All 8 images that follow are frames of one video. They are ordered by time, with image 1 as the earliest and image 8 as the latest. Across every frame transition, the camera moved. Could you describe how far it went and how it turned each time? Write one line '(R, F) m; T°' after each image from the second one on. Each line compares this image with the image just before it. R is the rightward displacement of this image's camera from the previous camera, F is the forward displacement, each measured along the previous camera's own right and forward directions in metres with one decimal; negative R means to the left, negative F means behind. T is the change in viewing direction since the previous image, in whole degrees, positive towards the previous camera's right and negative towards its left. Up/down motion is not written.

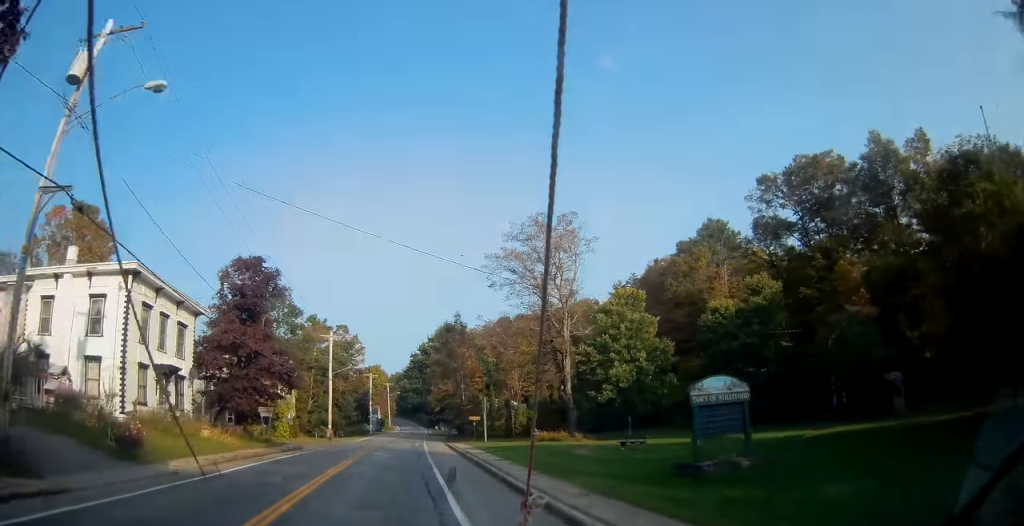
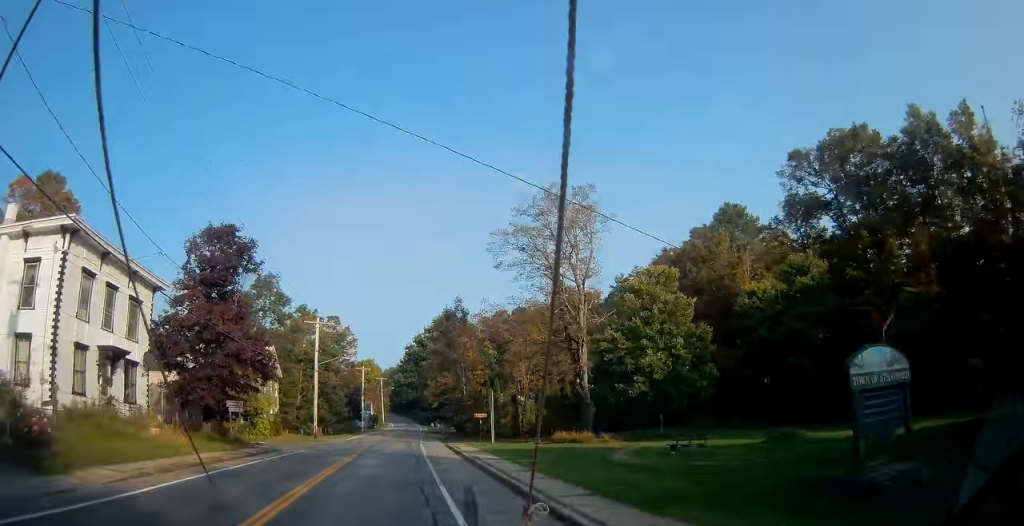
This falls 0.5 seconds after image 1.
(+0.1, +6.1) m; +1°
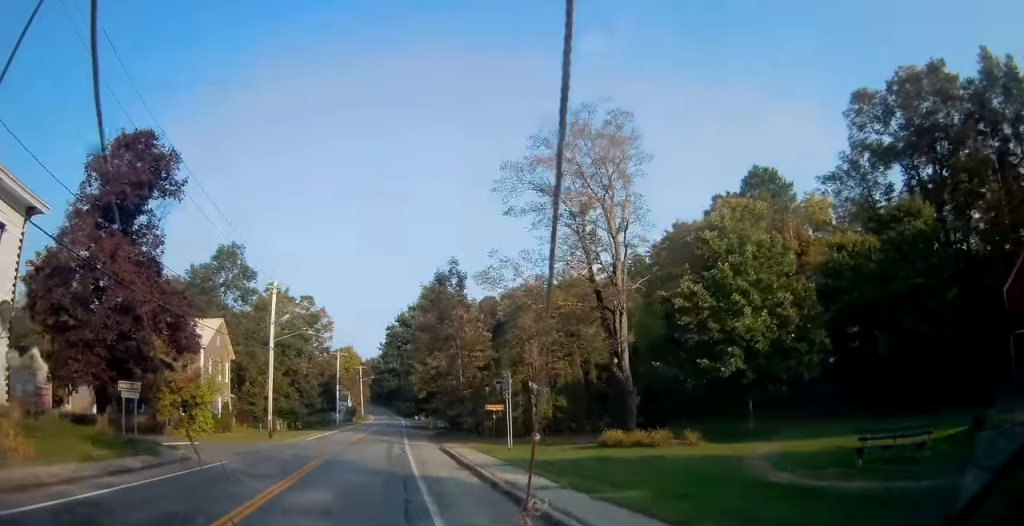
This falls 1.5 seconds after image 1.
(0.0, +11.5) m; -1°
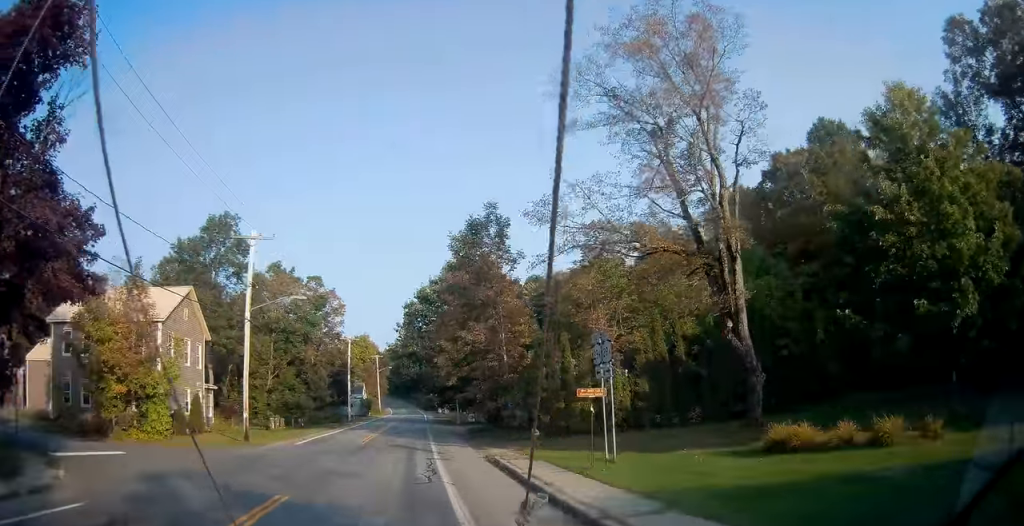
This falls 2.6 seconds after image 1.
(-0.3, +10.9) m; -3°
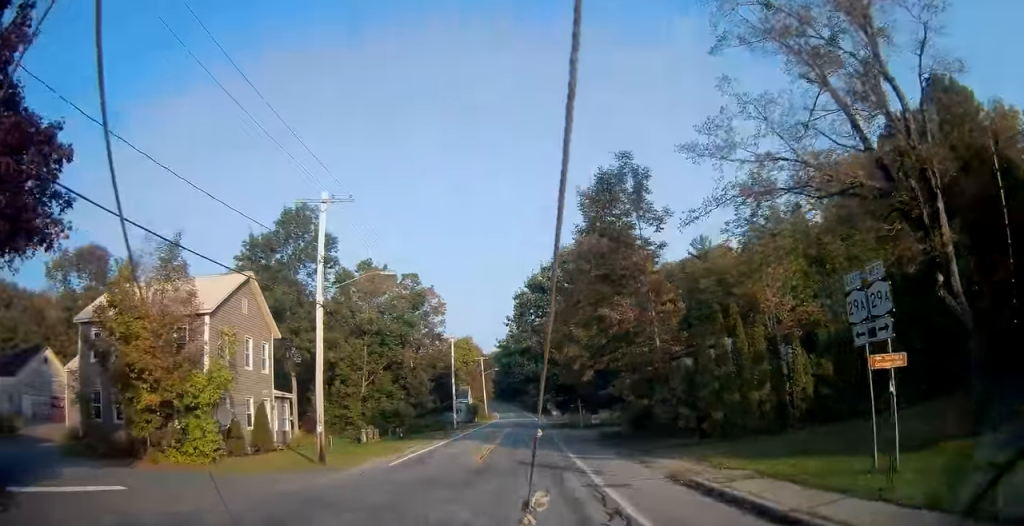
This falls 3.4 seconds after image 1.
(-0.2, +7.2) m; -10°
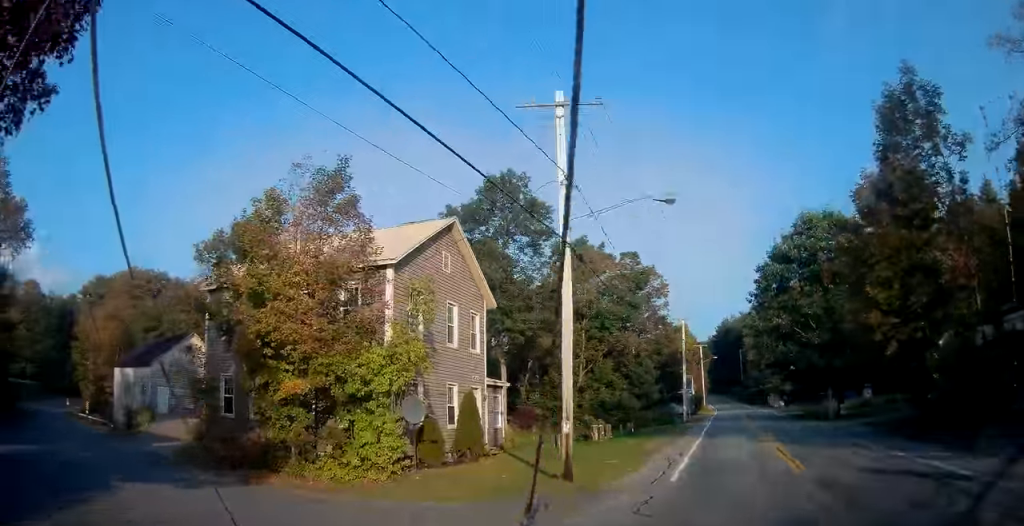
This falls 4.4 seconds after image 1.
(-1.2, +7.3) m; -17°
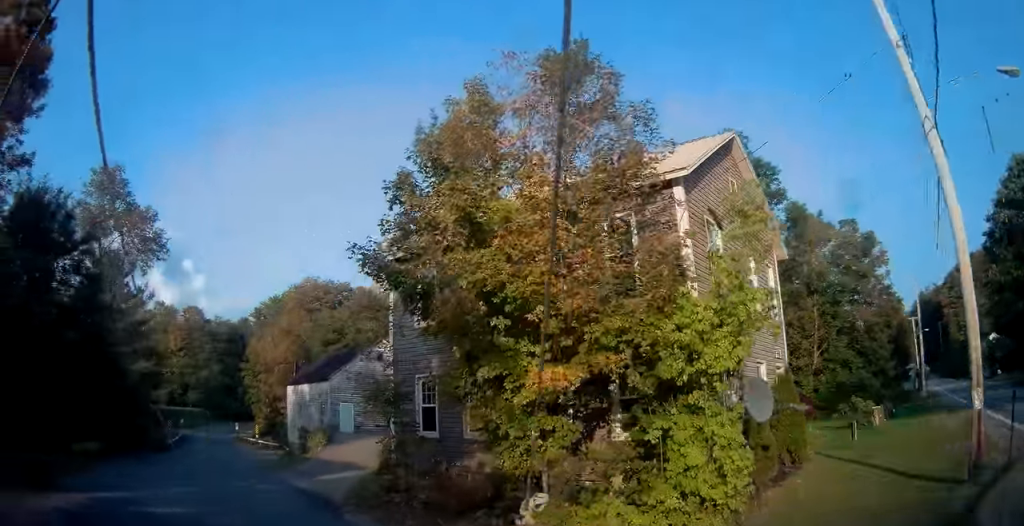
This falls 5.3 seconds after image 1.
(-0.9, +6.5) m; -17°
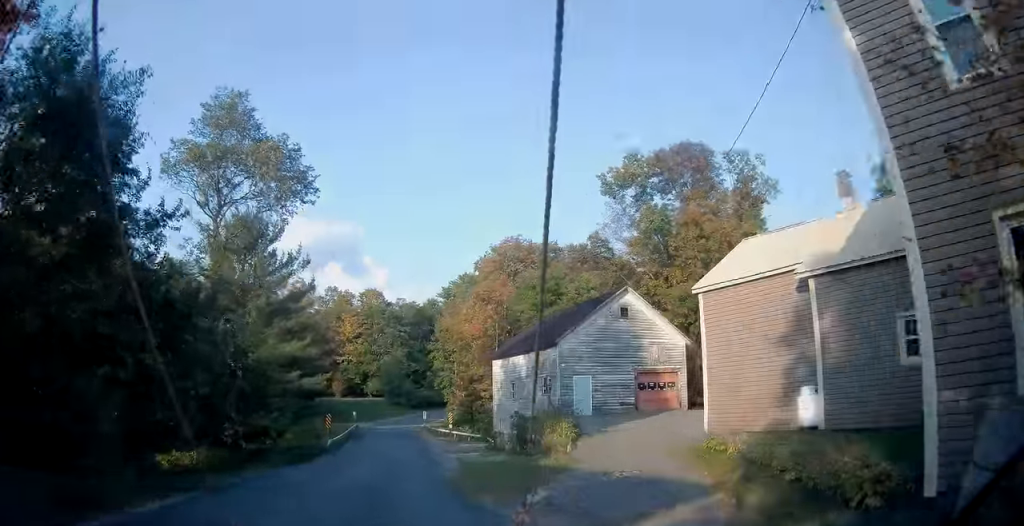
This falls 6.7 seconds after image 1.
(-2.6, +10.6) m; -22°
